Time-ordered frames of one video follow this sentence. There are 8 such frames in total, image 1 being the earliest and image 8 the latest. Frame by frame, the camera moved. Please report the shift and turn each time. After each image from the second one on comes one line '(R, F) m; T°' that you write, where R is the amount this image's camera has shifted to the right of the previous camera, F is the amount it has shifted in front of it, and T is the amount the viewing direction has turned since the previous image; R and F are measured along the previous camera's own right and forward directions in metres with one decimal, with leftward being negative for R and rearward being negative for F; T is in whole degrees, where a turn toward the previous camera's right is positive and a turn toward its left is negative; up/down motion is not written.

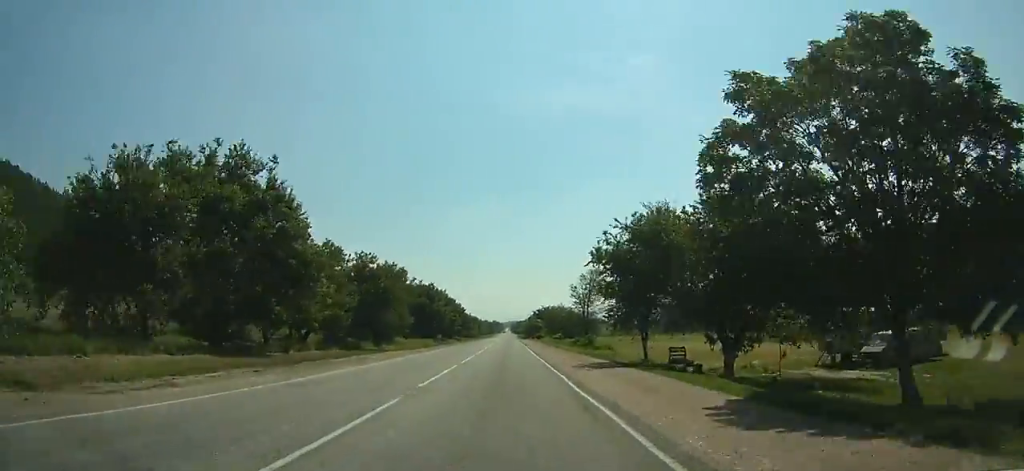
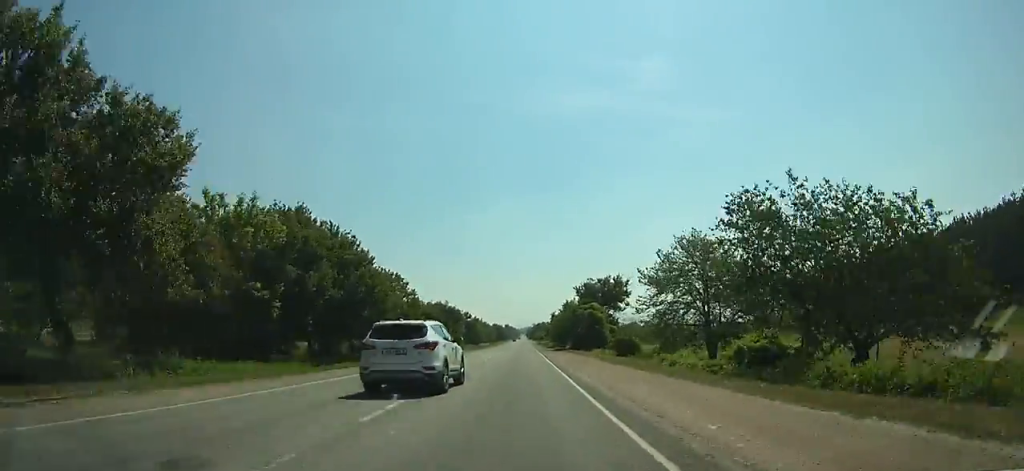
(-1.7, +96.4) m; -1°
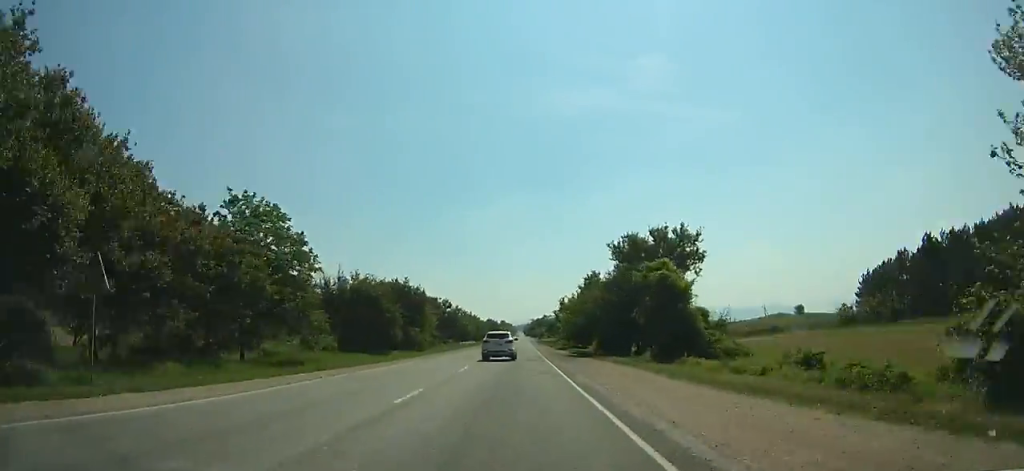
(0.0, +34.5) m; 0°
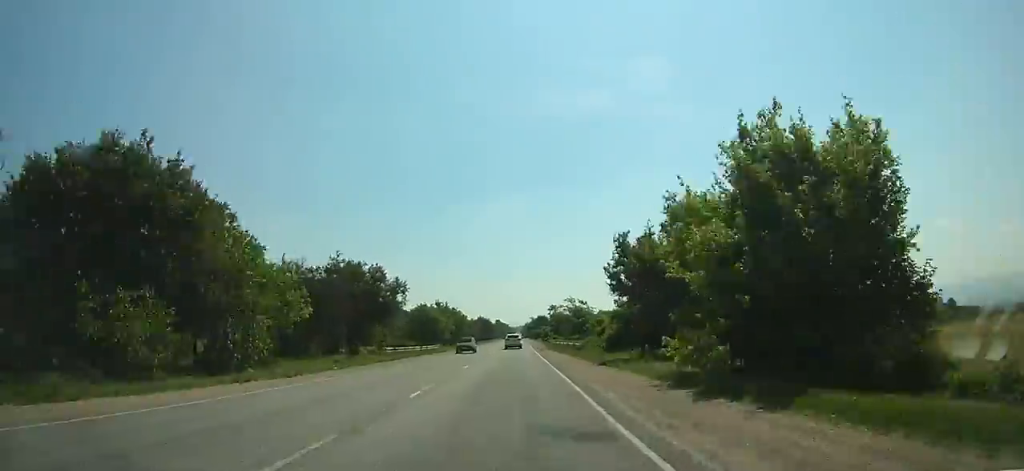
(0.0, +50.5) m; 0°
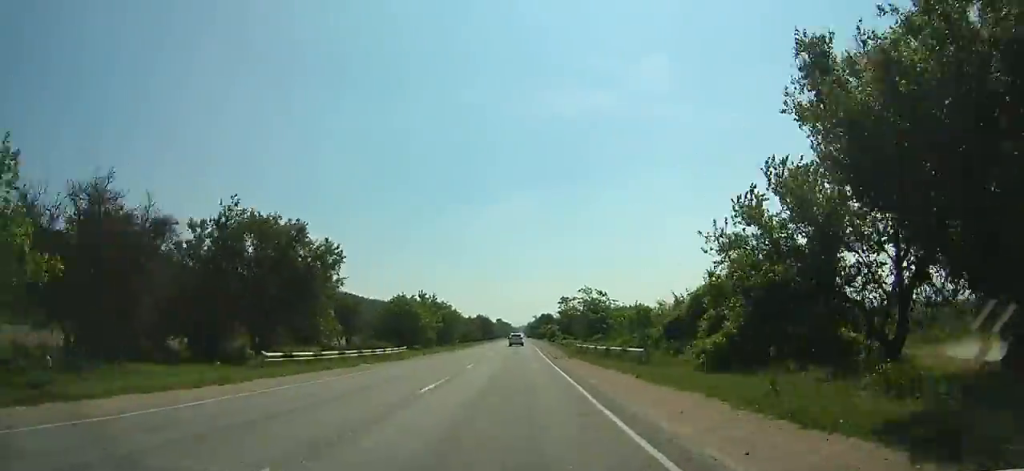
(0.0, +21.1) m; 0°
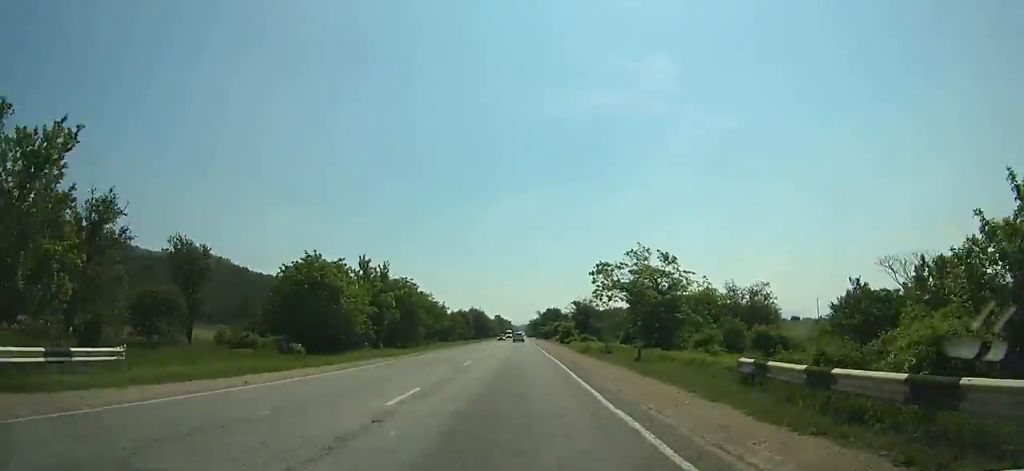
(0.0, +37.1) m; 0°
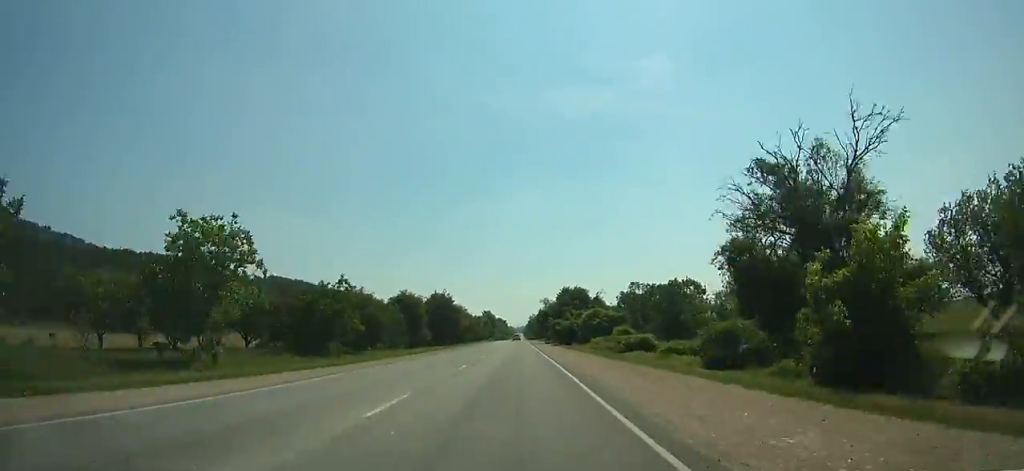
(-0.1, +81.8) m; 0°
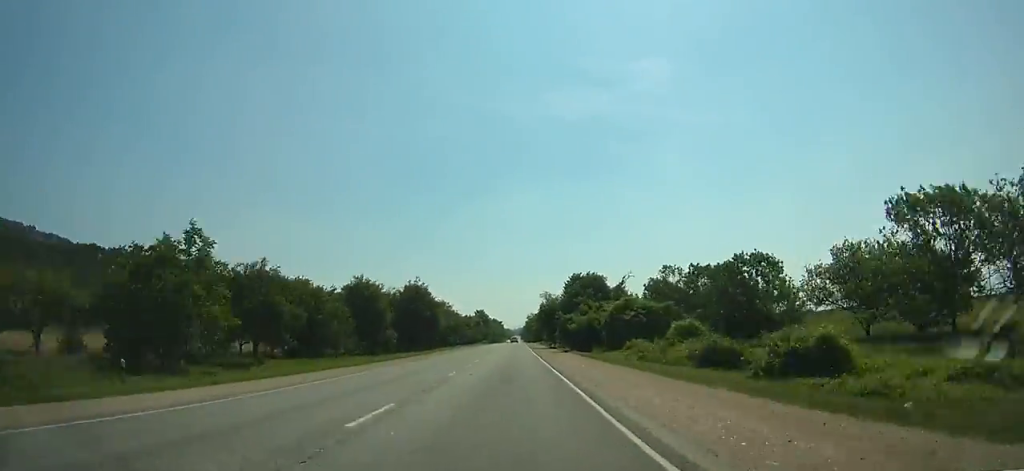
(0.0, +24.7) m; 0°
